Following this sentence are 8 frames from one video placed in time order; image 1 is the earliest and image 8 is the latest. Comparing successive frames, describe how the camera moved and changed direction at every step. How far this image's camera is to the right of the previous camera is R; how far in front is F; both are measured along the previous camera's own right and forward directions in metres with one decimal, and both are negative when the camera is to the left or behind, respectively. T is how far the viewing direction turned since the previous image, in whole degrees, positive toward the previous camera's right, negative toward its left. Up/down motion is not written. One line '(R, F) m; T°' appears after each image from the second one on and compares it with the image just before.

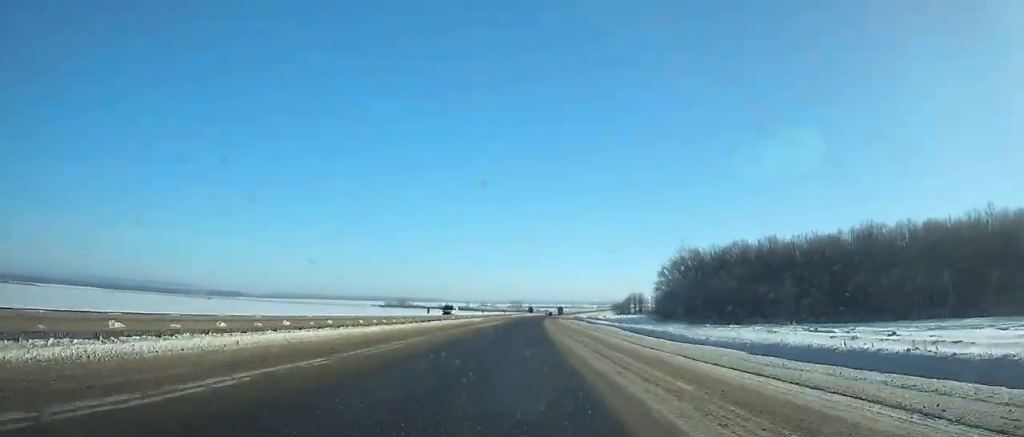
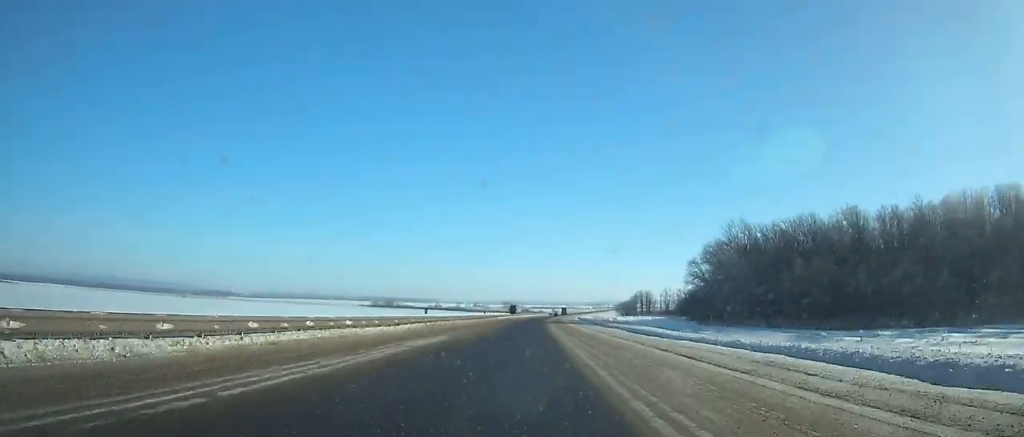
(+0.1, +42.1) m; +1°
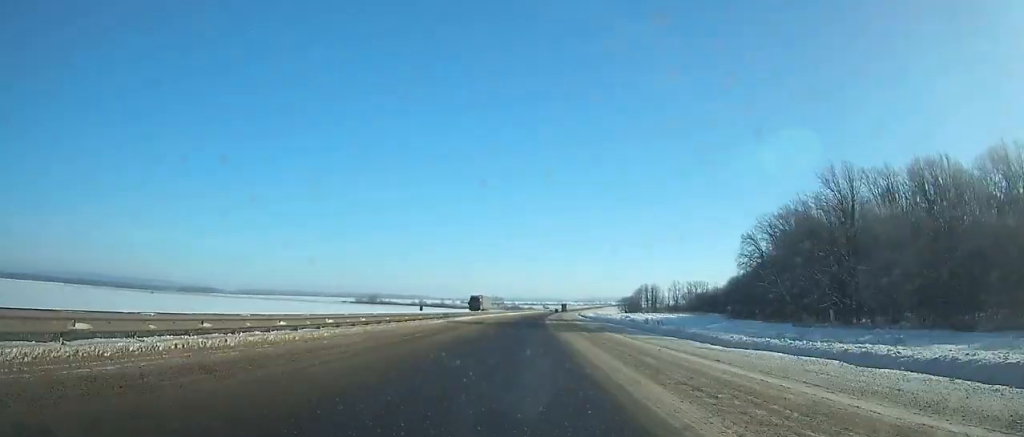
(+0.3, +42.2) m; +1°
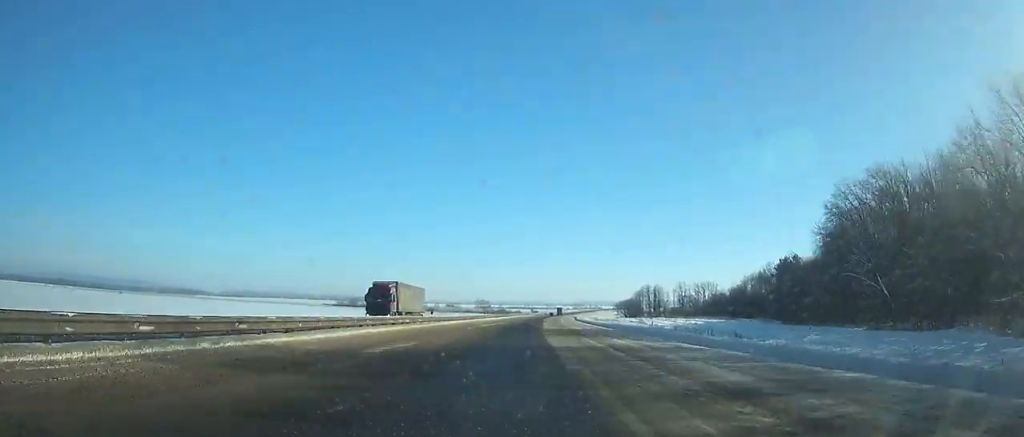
(-0.1, +33.4) m; +1°
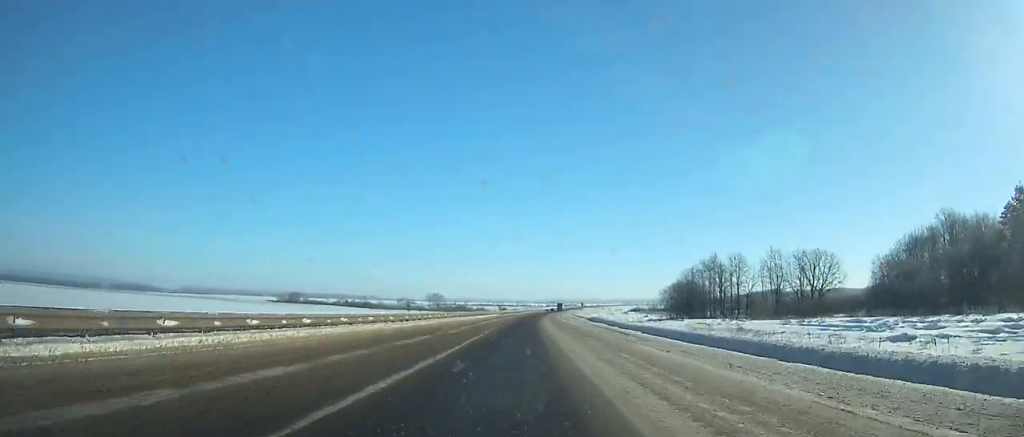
(+4.1, +124.7) m; +3°
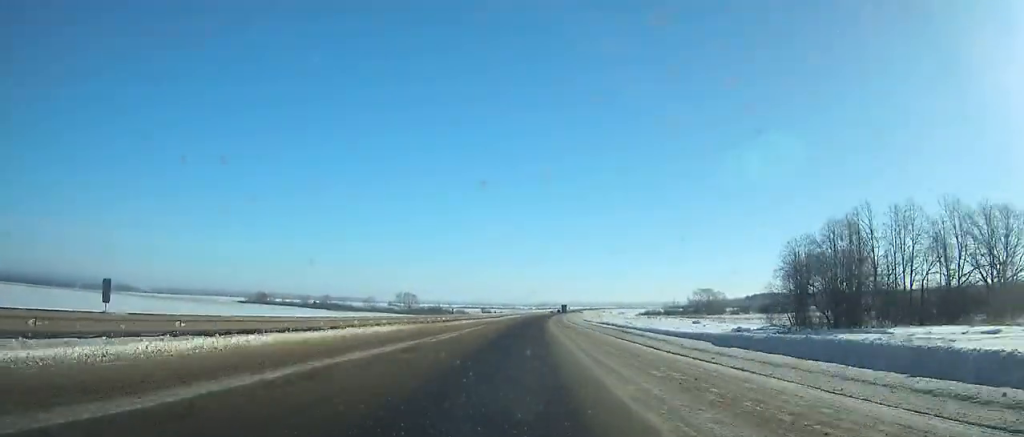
(+0.5, +67.2) m; +1°
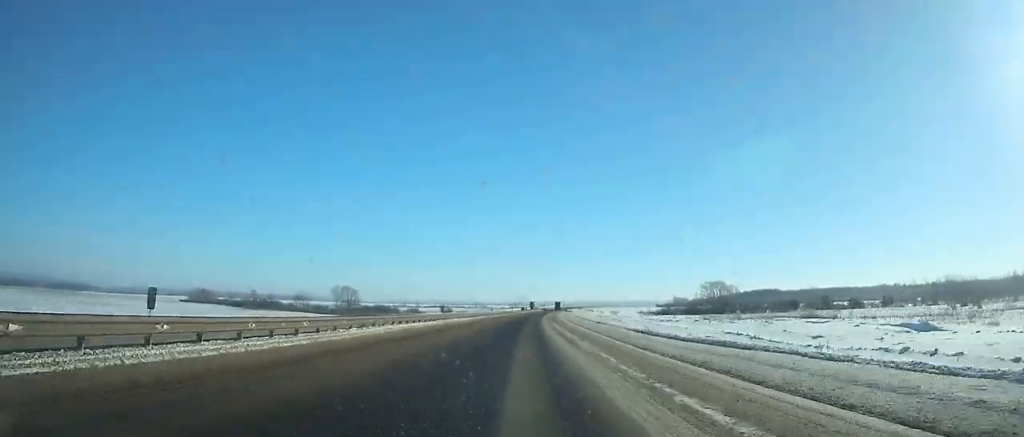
(+1.4, +79.4) m; +2°
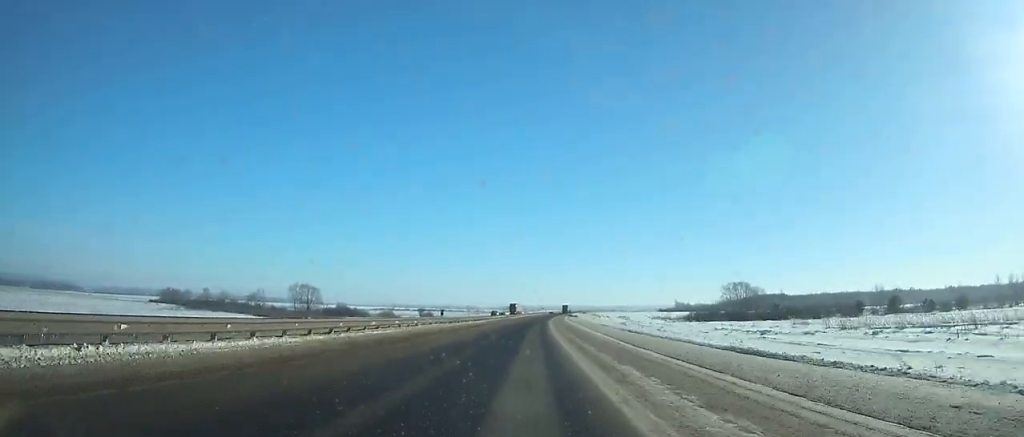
(+0.5, +48.3) m; +1°
